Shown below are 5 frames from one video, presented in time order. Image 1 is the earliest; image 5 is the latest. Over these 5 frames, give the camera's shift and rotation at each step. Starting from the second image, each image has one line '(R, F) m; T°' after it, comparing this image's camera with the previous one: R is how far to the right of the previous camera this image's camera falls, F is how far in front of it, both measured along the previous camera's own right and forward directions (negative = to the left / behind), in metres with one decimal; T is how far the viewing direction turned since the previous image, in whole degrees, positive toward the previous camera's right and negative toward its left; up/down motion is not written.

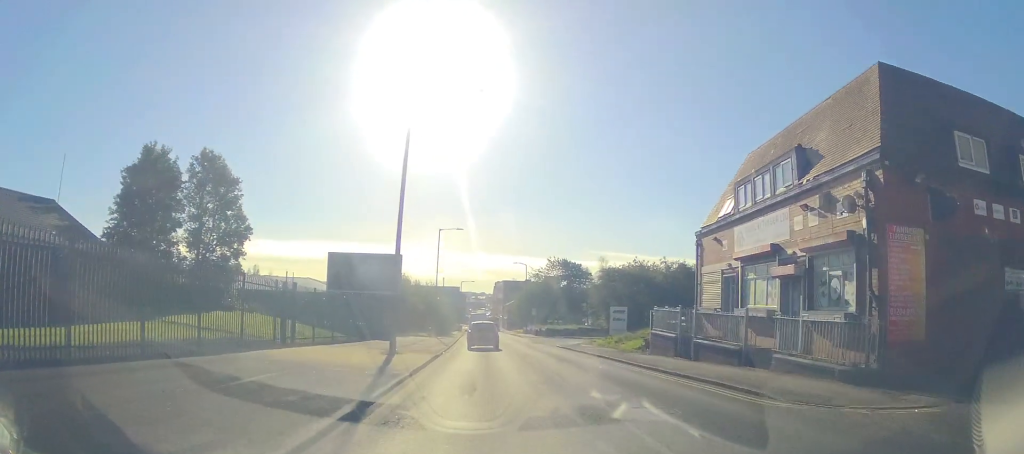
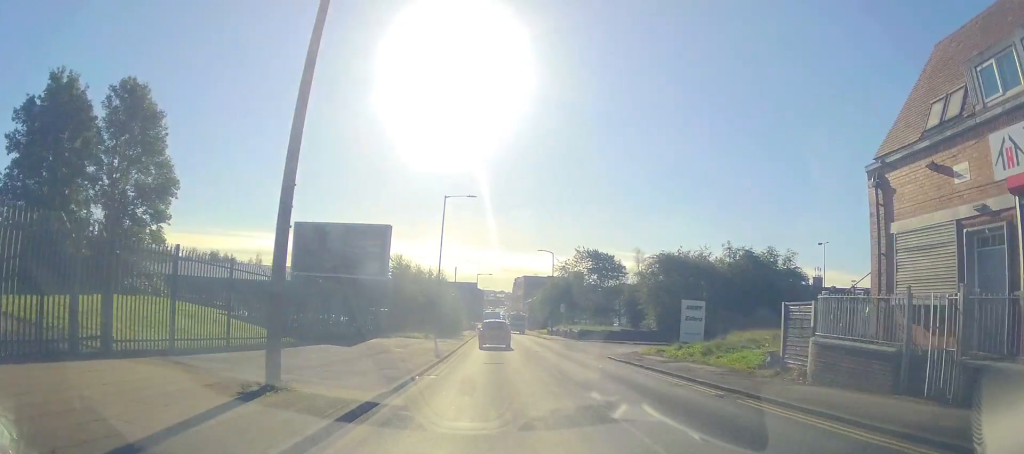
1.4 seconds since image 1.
(-0.2, +12.7) m; 0°
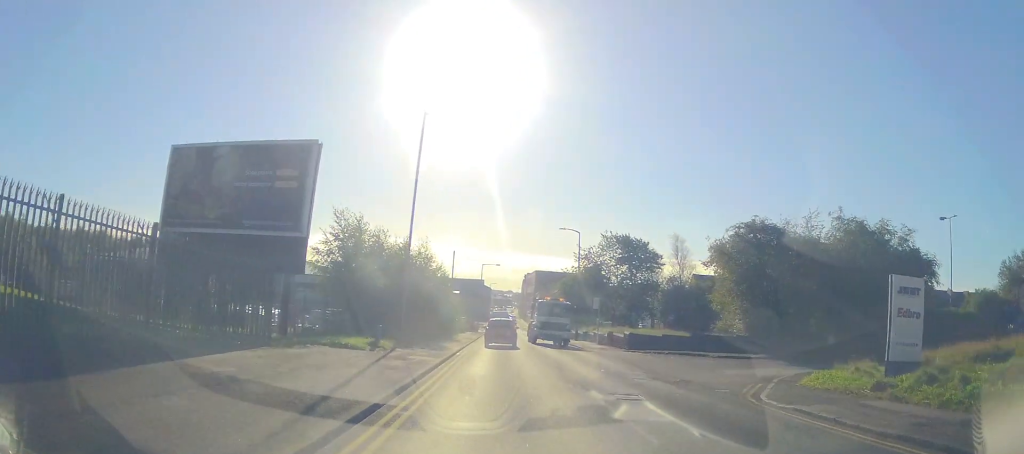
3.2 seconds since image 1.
(-0.2, +16.5) m; -3°
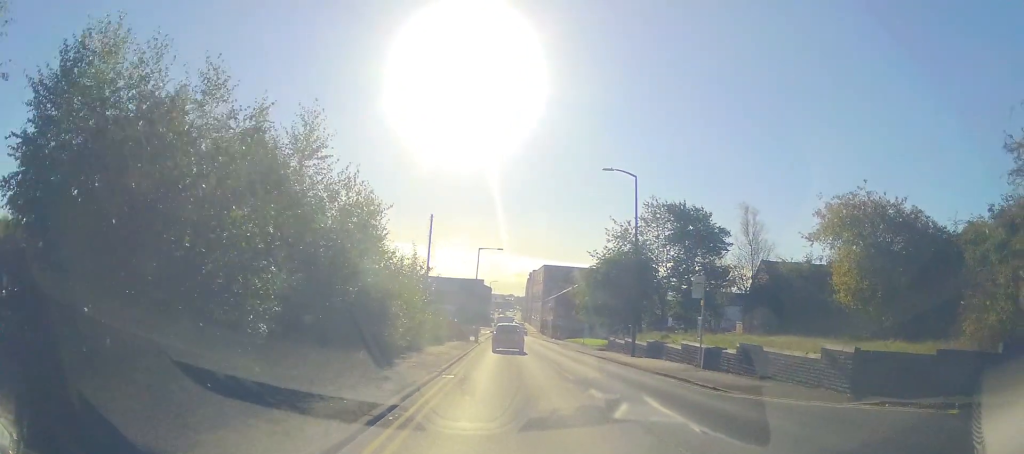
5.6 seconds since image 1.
(+0.4, +21.6) m; +2°
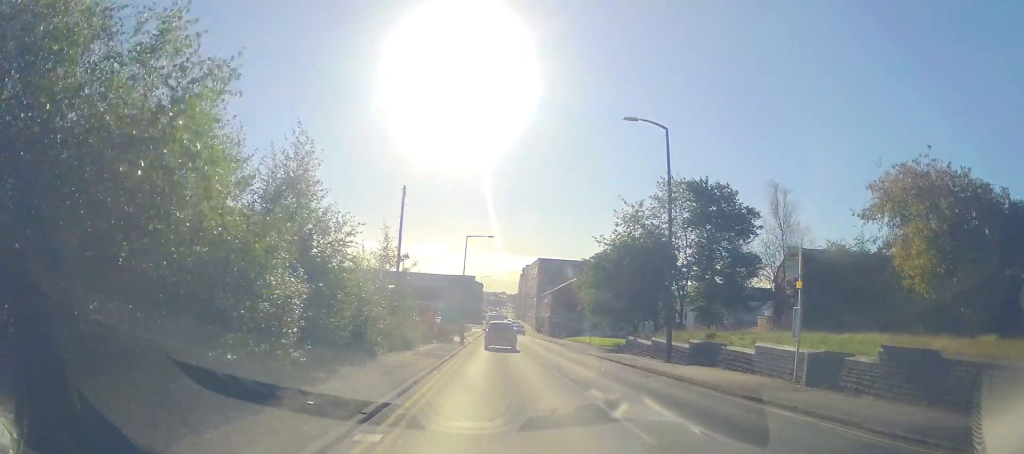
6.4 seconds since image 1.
(0.0, +7.9) m; -2°
